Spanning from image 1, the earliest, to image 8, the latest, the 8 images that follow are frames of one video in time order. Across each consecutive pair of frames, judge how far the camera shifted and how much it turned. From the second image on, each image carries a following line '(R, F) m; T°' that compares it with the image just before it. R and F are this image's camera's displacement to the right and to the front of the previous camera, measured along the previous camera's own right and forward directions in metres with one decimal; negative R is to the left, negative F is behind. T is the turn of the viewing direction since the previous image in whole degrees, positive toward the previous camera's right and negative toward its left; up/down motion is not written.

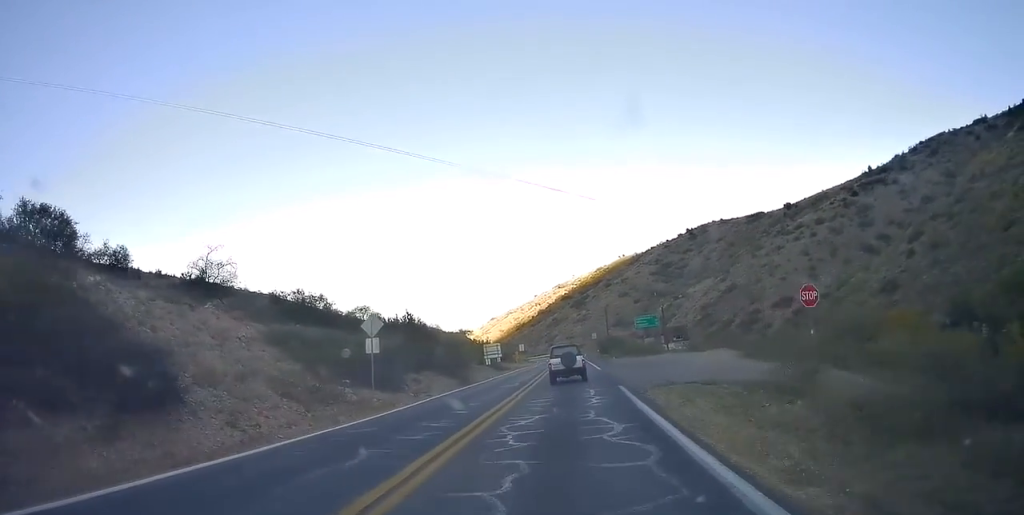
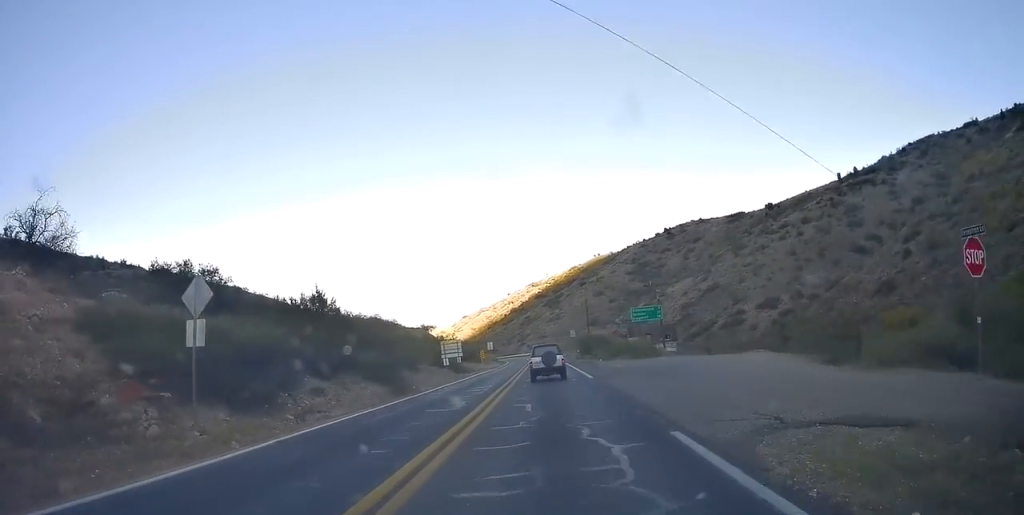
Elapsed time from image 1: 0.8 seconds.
(+0.5, +12.2) m; +2°
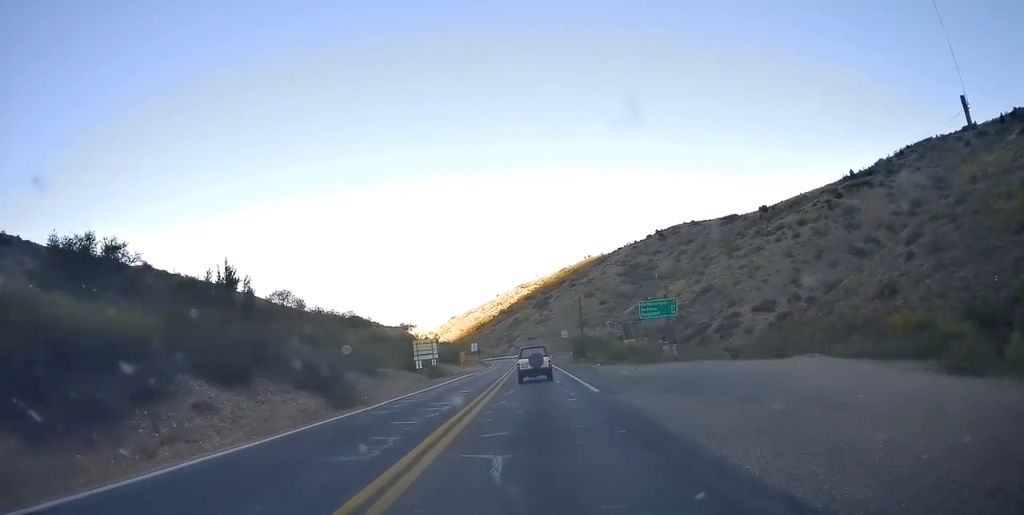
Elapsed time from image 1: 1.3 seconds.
(+0.1, +7.7) m; +1°
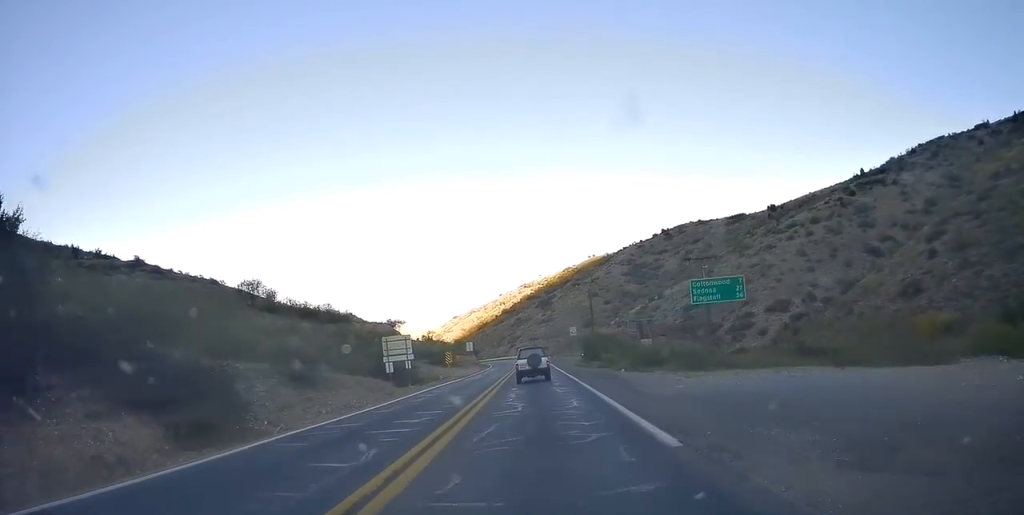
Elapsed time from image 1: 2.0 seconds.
(+0.1, +11.0) m; 0°
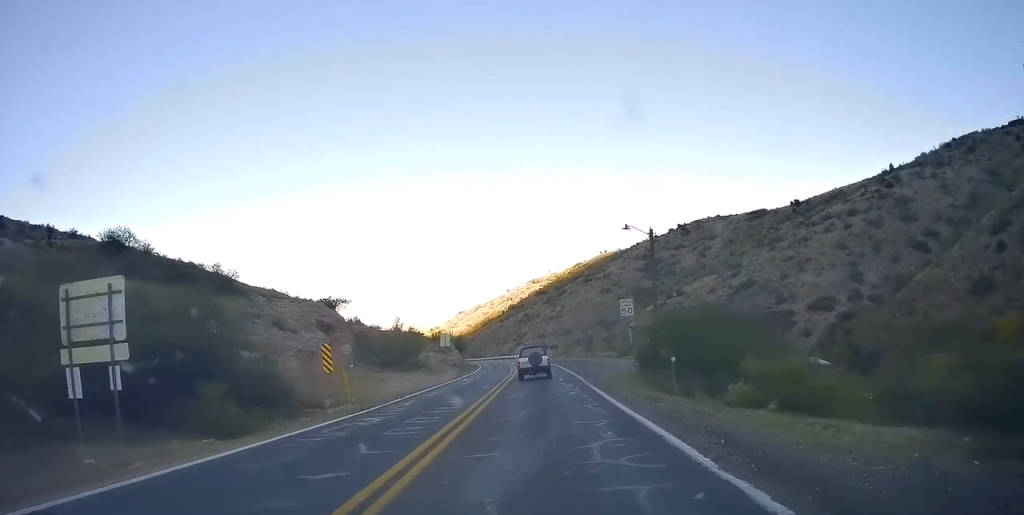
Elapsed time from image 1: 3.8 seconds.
(0.0, +28.6) m; -1°
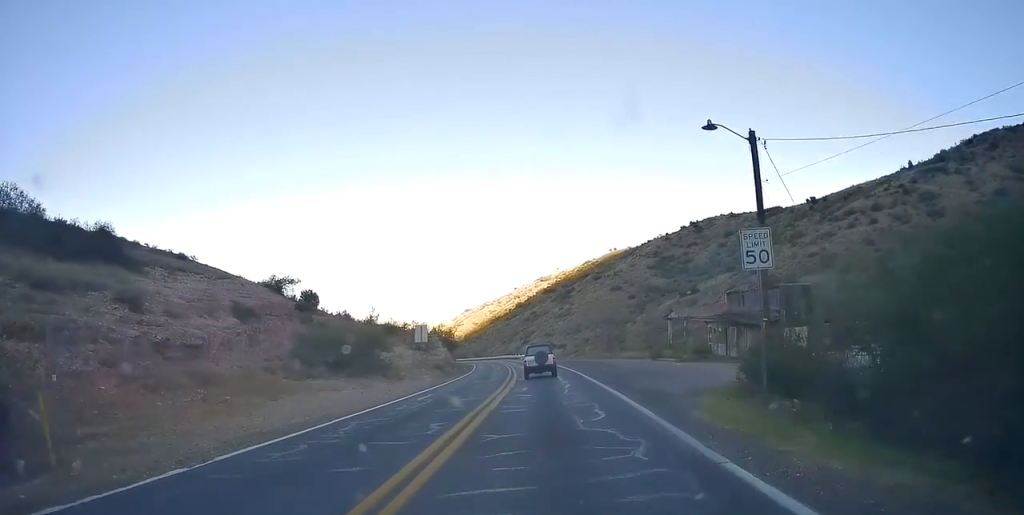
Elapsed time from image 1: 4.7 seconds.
(-0.3, +15.0) m; -1°
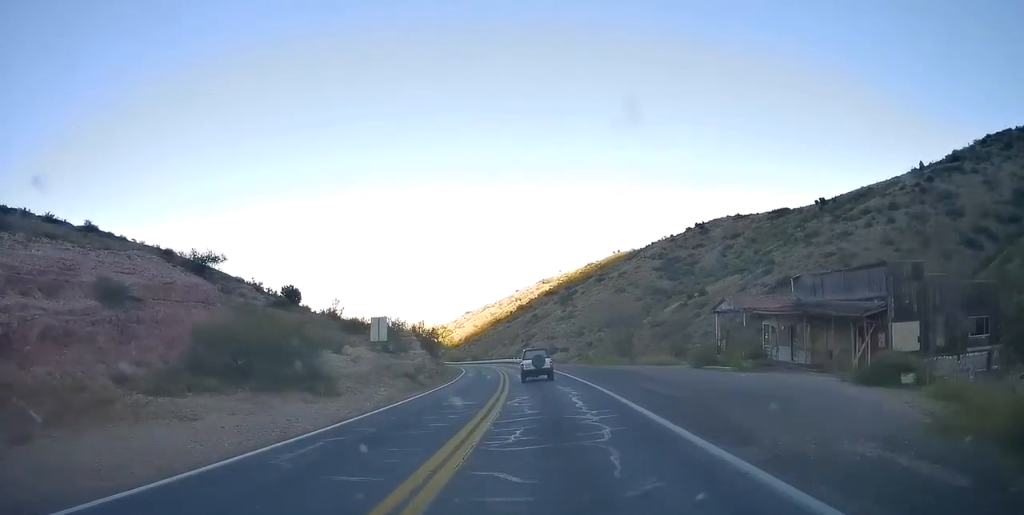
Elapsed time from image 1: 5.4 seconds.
(0.0, +11.9) m; 0°
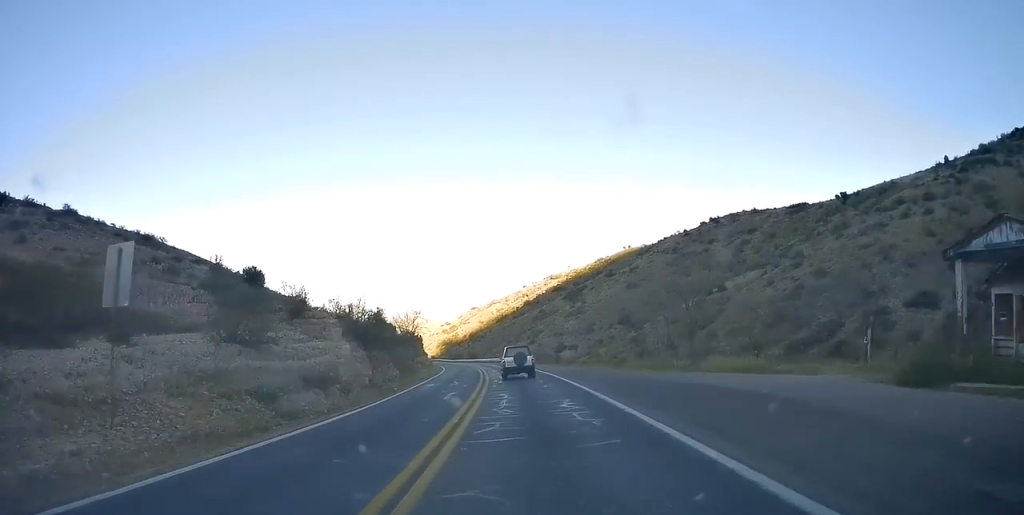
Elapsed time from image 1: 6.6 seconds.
(-0.1, +20.8) m; -3°
